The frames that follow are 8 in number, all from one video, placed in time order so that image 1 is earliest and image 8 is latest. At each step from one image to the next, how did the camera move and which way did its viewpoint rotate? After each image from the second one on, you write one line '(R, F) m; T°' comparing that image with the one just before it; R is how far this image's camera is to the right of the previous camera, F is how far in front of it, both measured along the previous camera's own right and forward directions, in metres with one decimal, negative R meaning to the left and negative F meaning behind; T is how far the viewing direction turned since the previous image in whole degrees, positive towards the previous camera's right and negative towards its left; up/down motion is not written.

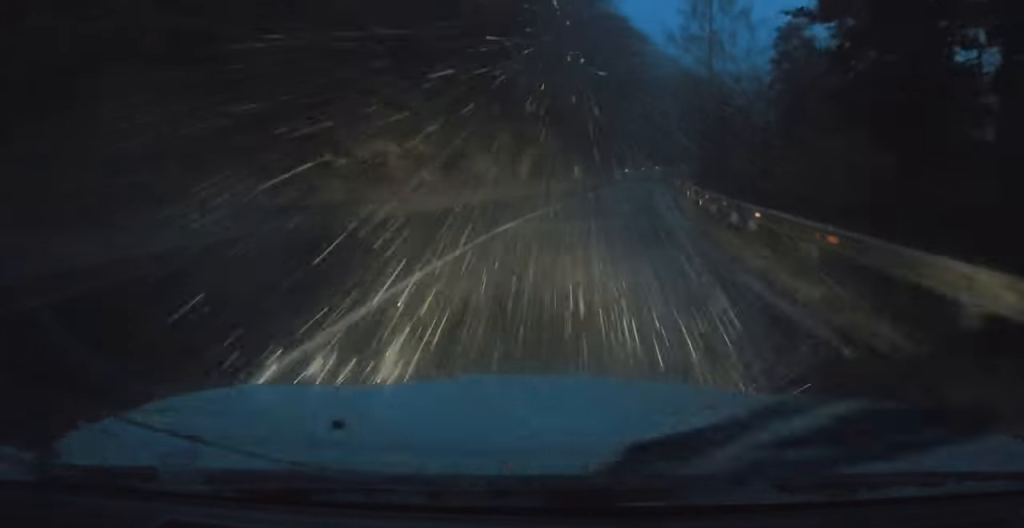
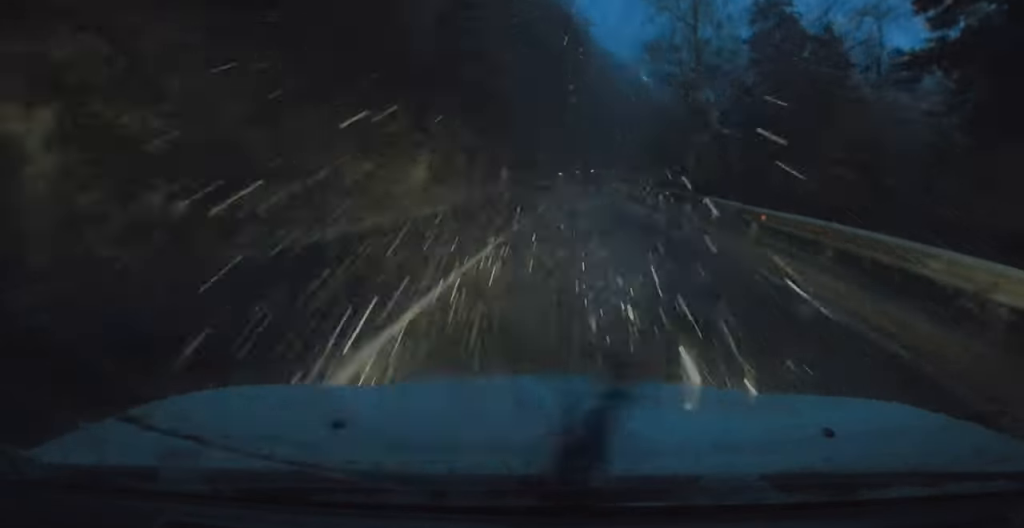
(+0.5, +14.1) m; +6°
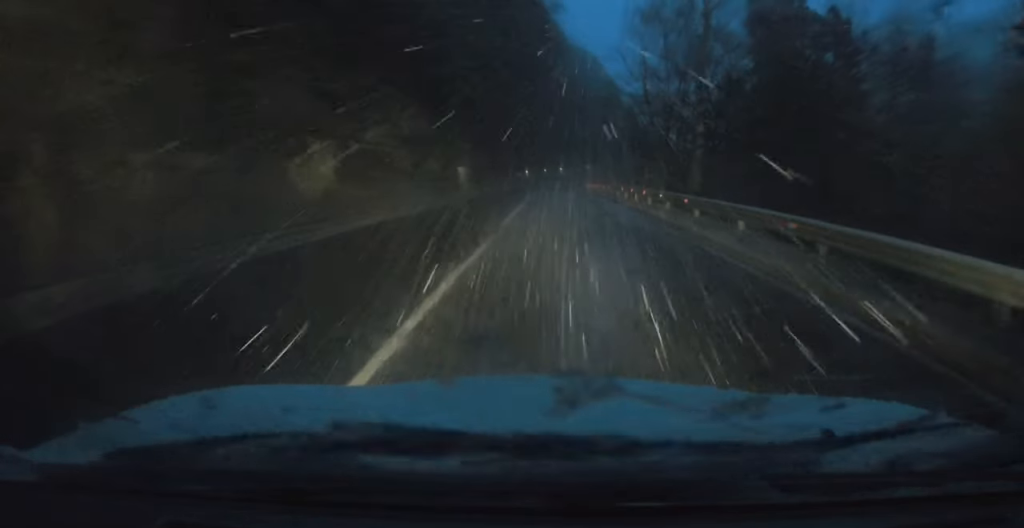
(+0.5, +8.4) m; +2°
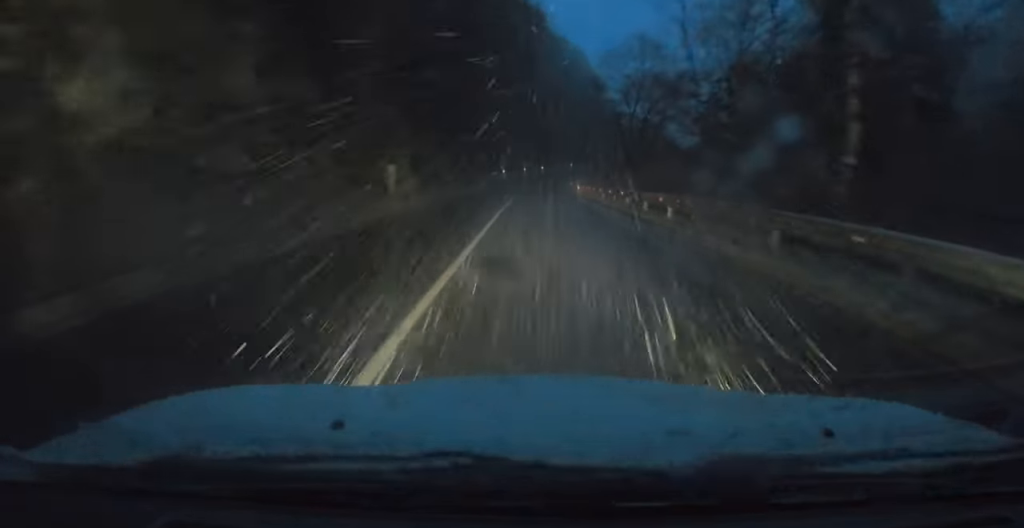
(0.0, +14.8) m; +2°
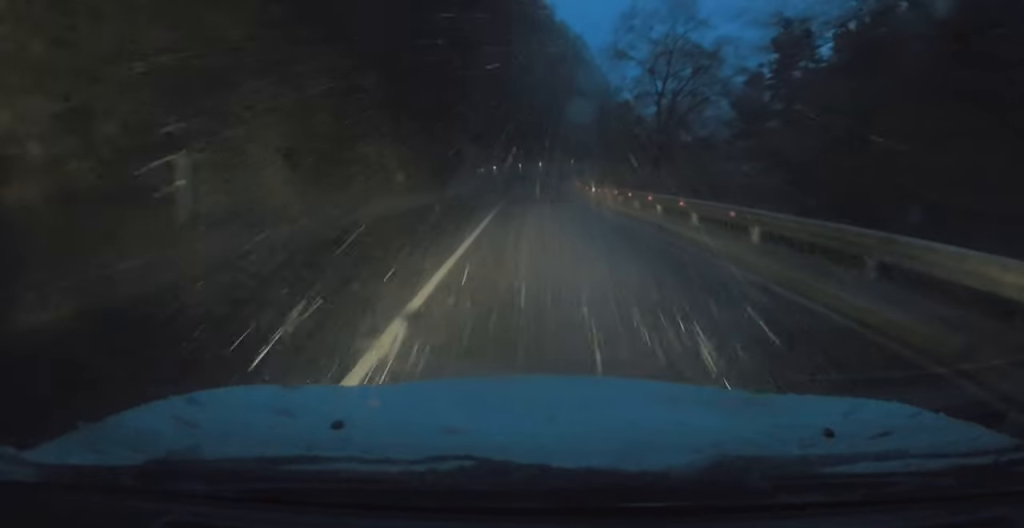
(+0.4, +15.1) m; +1°
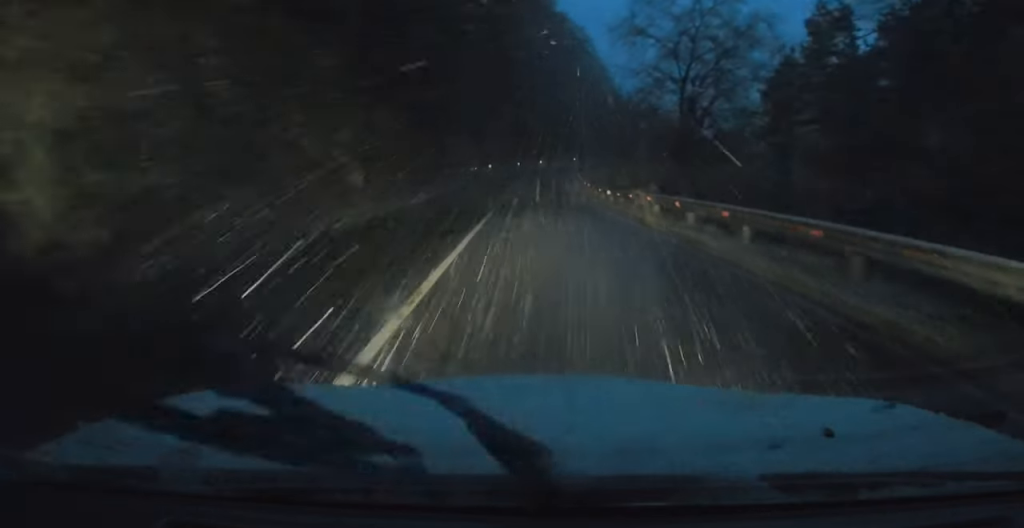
(-0.2, +7.6) m; +1°
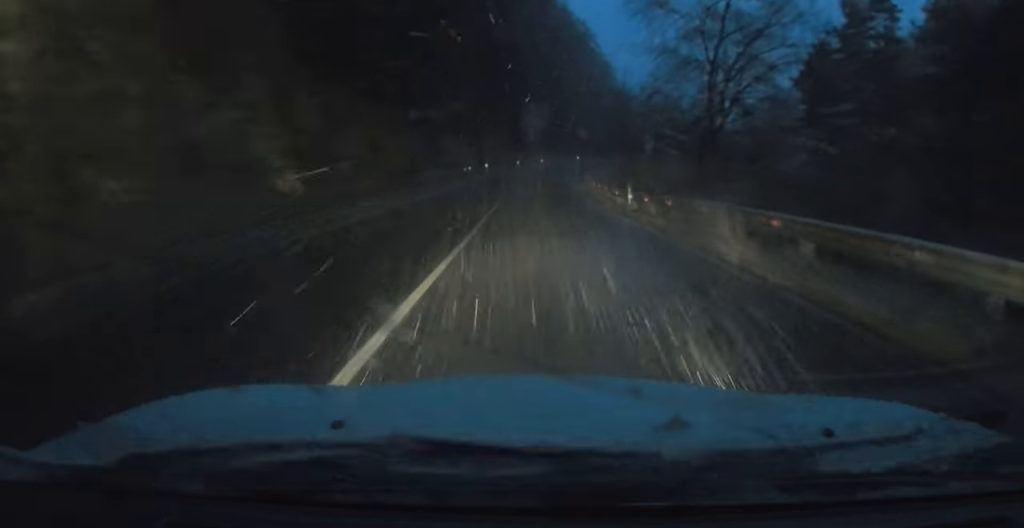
(+0.2, +6.5) m; 0°
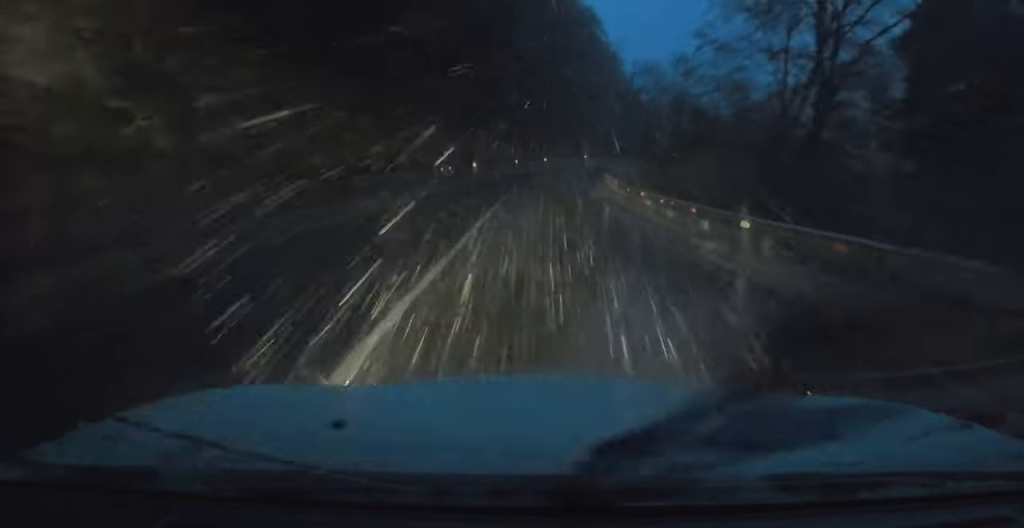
(0.0, +13.5) m; -2°
